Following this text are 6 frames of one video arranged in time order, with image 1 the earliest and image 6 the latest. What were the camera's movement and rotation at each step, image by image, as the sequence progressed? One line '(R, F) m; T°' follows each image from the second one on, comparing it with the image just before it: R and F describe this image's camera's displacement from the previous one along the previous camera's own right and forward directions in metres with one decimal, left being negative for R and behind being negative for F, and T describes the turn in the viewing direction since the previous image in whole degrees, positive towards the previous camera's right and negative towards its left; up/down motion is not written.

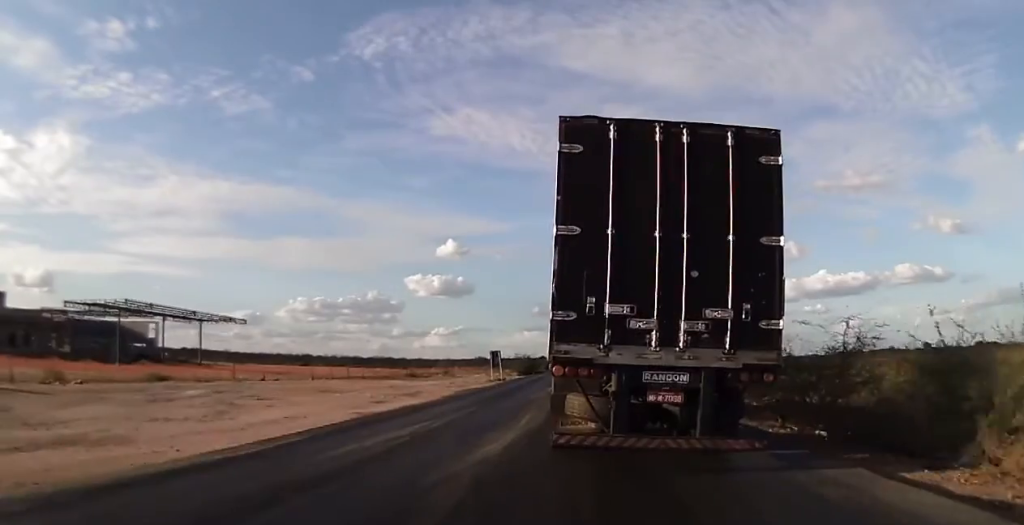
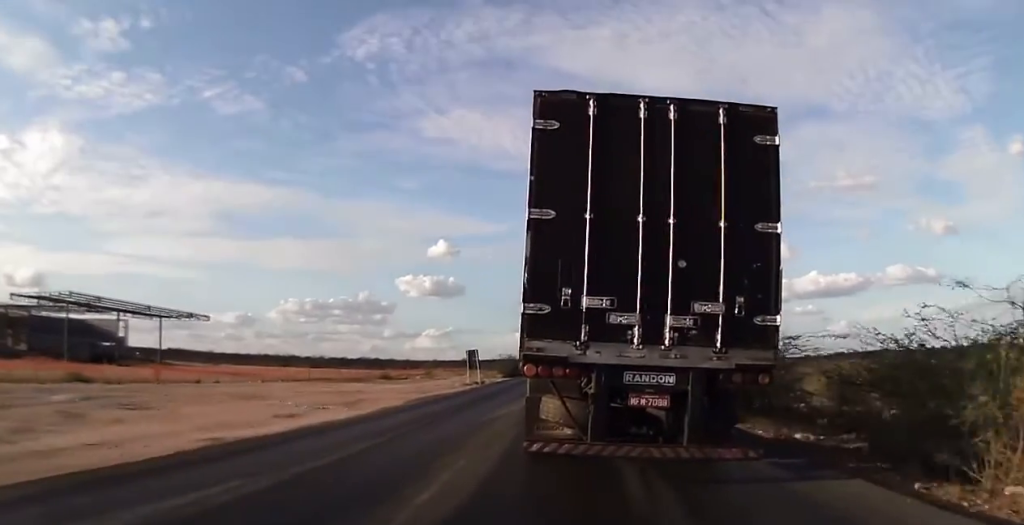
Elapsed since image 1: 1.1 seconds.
(+0.1, +8.6) m; -1°
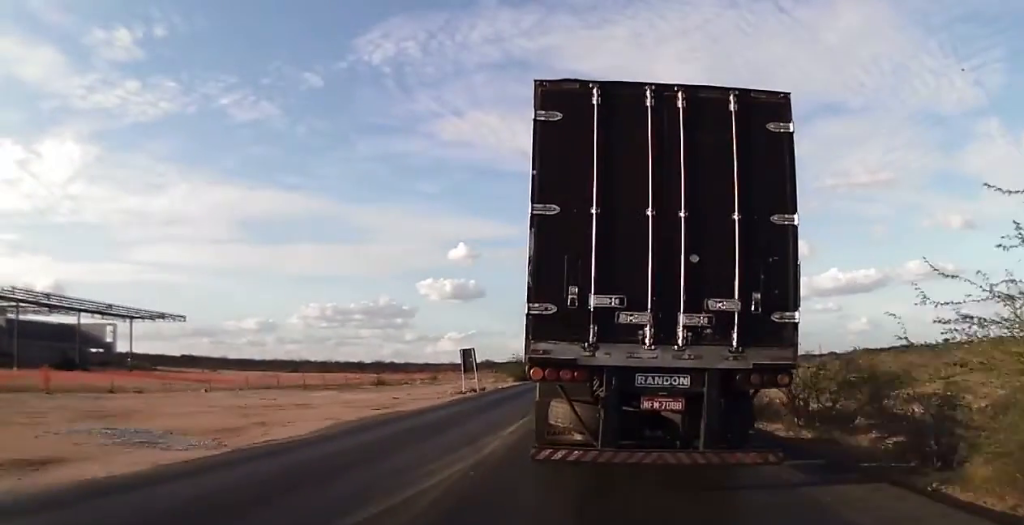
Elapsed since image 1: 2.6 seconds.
(-0.2, +13.5) m; 0°
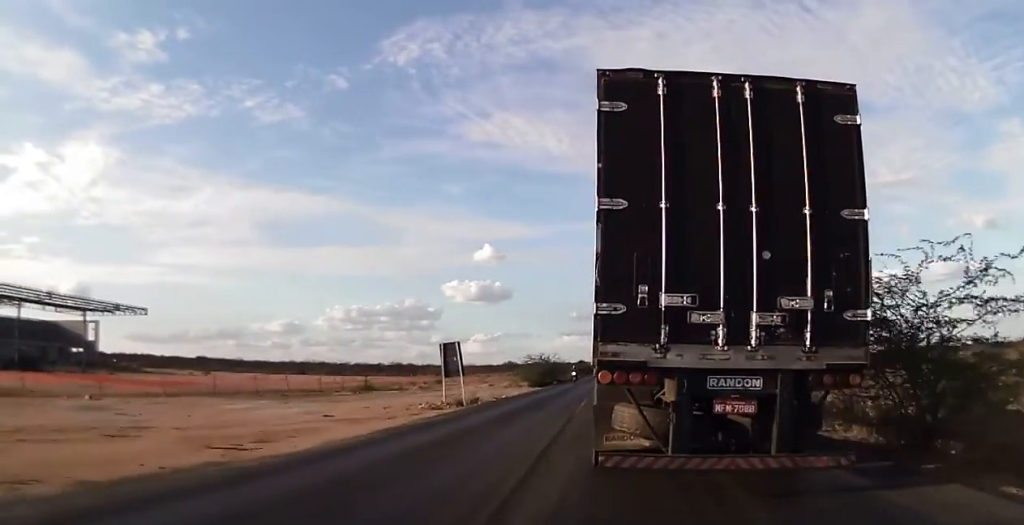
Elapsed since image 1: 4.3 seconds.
(+0.1, +14.0) m; 0°
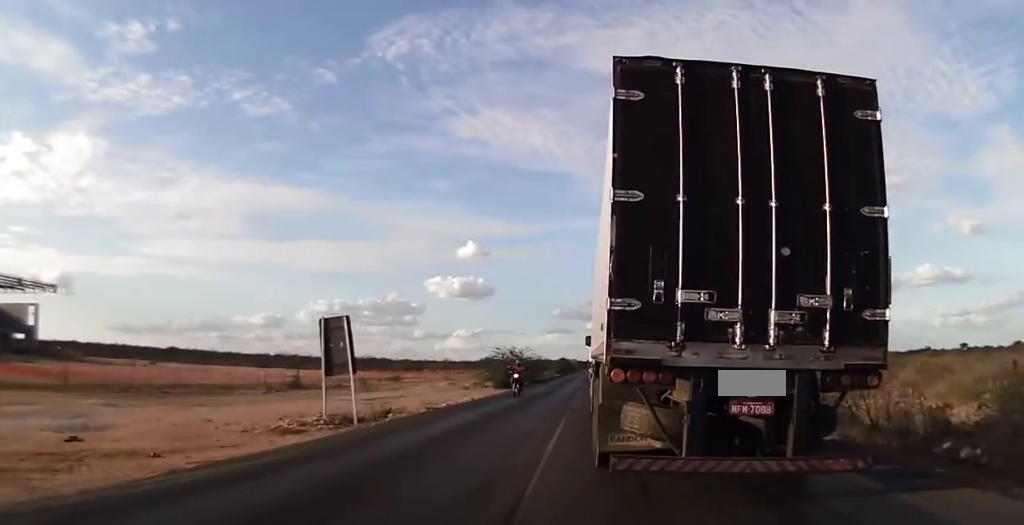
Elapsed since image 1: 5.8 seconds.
(-0.3, +12.3) m; -3°
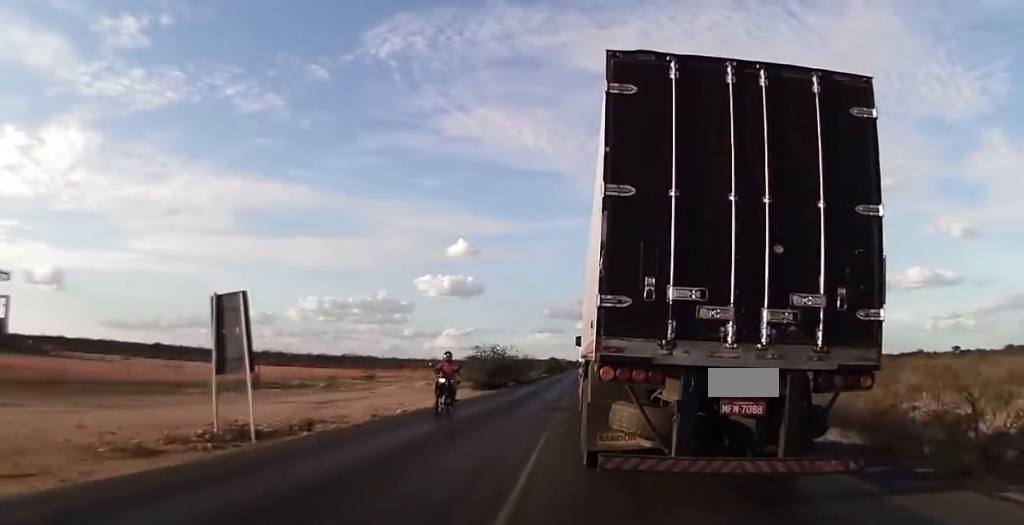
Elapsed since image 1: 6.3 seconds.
(-0.1, +4.9) m; 0°
